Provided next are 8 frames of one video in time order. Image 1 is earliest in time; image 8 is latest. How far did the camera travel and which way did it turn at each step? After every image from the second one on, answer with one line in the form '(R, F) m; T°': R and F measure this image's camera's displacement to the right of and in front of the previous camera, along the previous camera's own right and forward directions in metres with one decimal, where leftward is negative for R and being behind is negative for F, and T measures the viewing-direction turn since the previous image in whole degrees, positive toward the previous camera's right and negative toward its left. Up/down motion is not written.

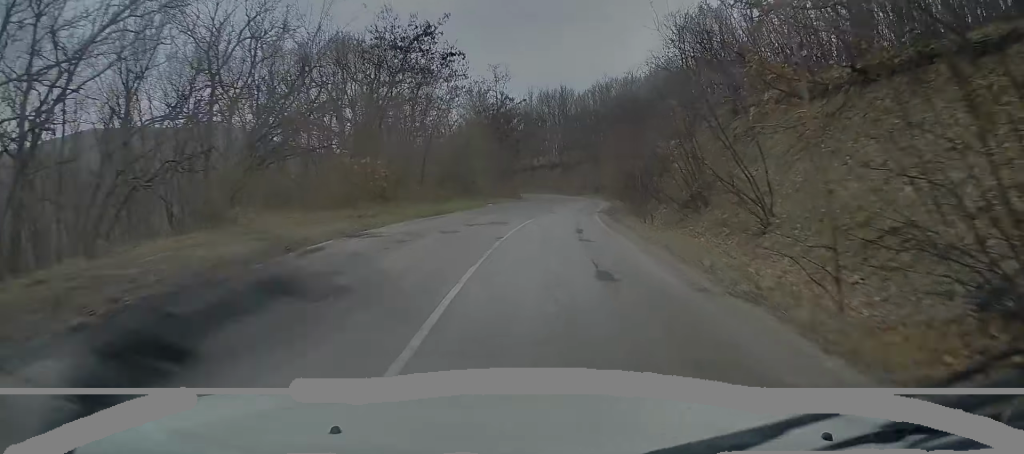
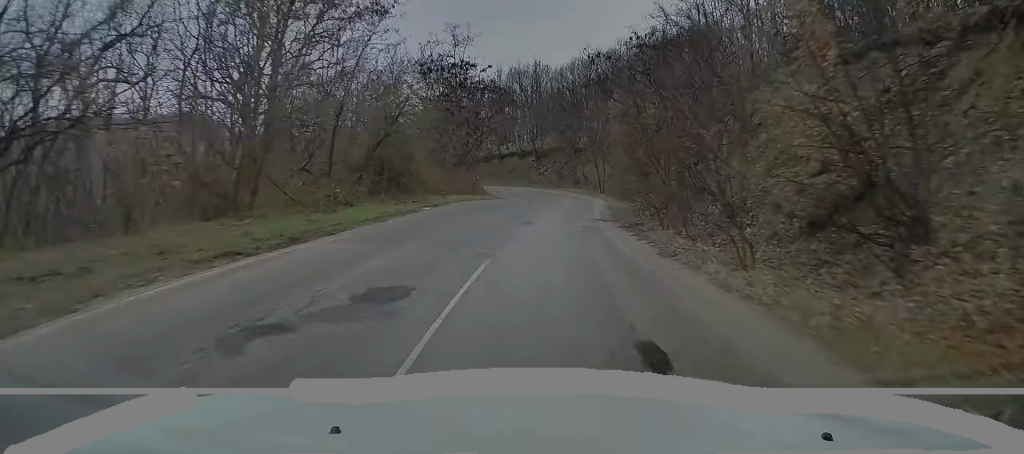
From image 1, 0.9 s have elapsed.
(+0.2, +12.4) m; +2°
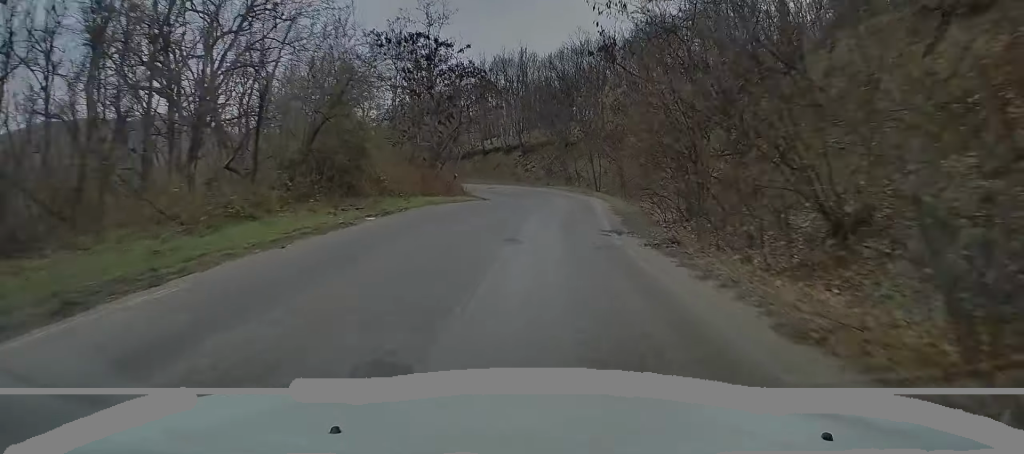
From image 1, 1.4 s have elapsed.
(0.0, +5.6) m; +1°
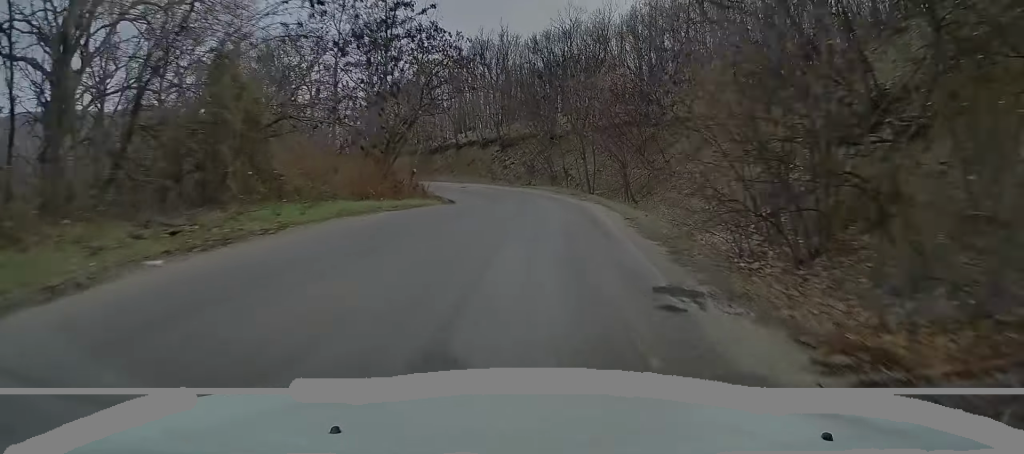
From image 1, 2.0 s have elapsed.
(+0.2, +8.2) m; +1°
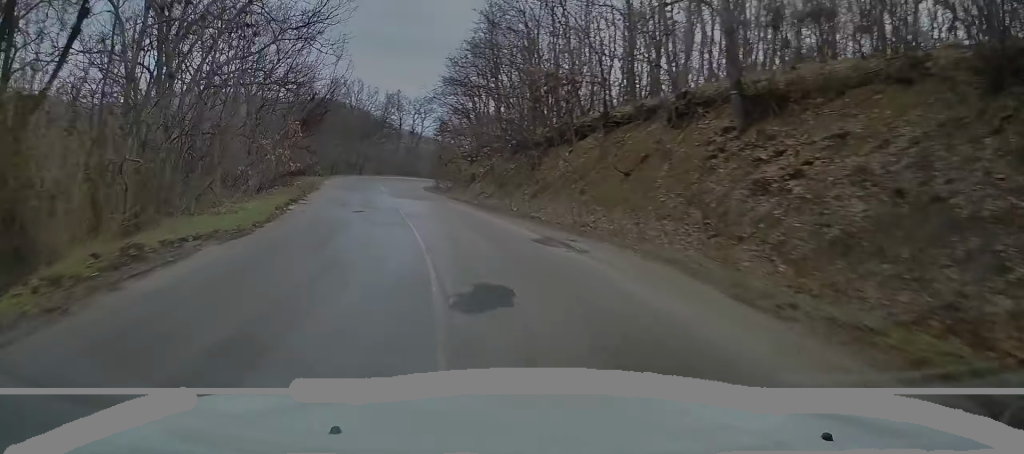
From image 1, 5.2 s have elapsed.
(-3.3, +41.6) m; -17°
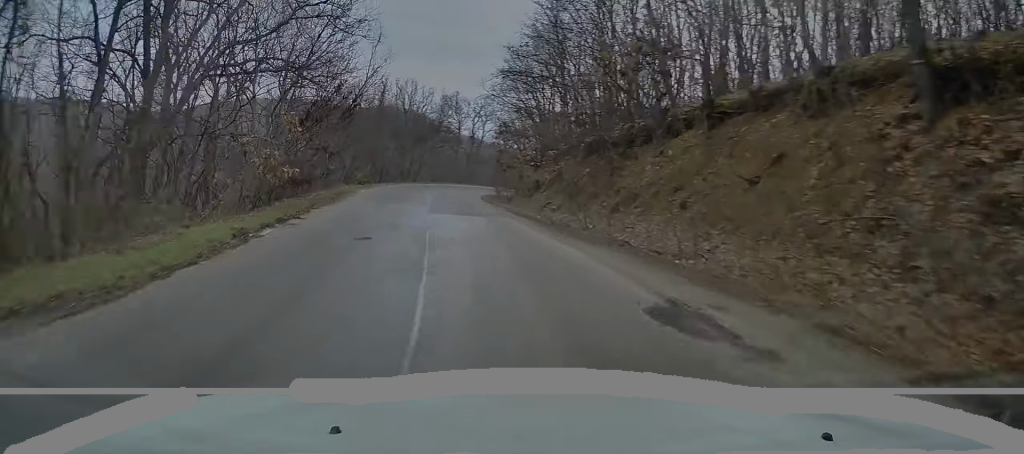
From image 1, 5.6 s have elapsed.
(-0.2, +5.7) m; -4°
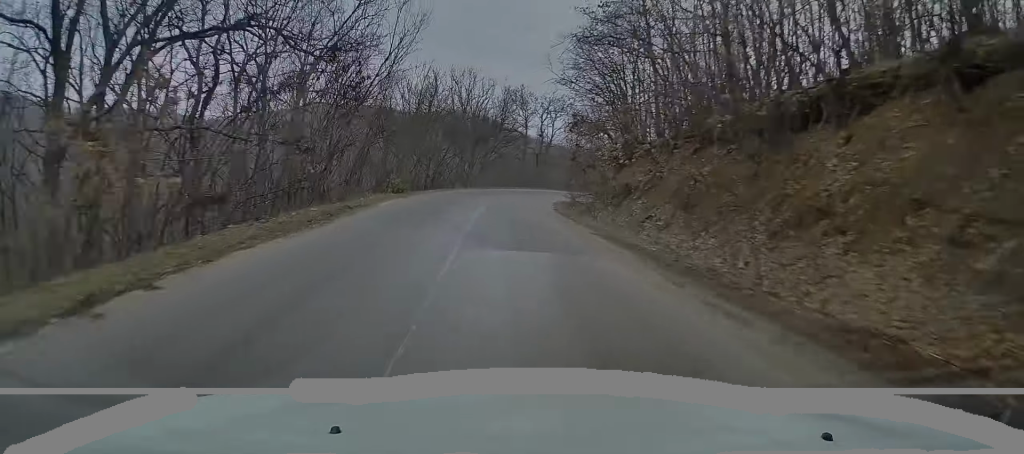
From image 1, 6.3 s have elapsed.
(-0.5, +8.5) m; -5°
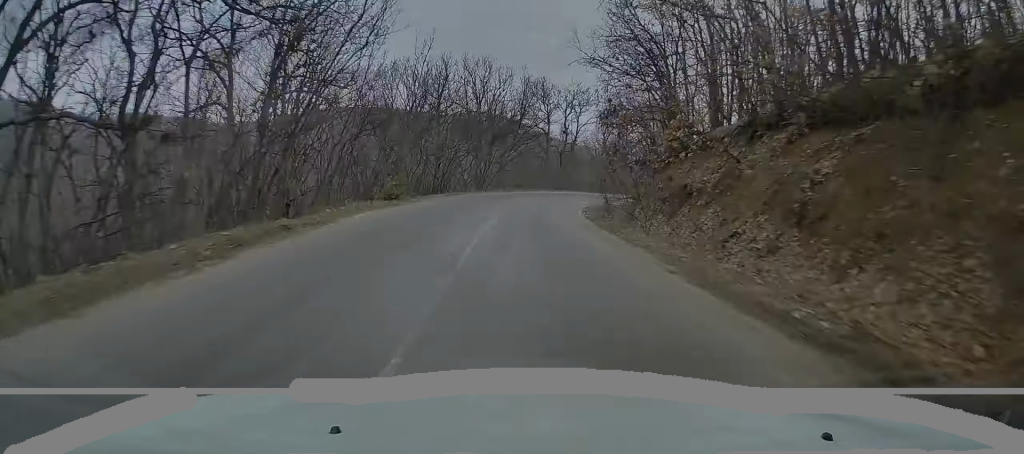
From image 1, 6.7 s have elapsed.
(-0.2, +5.9) m; -2°
